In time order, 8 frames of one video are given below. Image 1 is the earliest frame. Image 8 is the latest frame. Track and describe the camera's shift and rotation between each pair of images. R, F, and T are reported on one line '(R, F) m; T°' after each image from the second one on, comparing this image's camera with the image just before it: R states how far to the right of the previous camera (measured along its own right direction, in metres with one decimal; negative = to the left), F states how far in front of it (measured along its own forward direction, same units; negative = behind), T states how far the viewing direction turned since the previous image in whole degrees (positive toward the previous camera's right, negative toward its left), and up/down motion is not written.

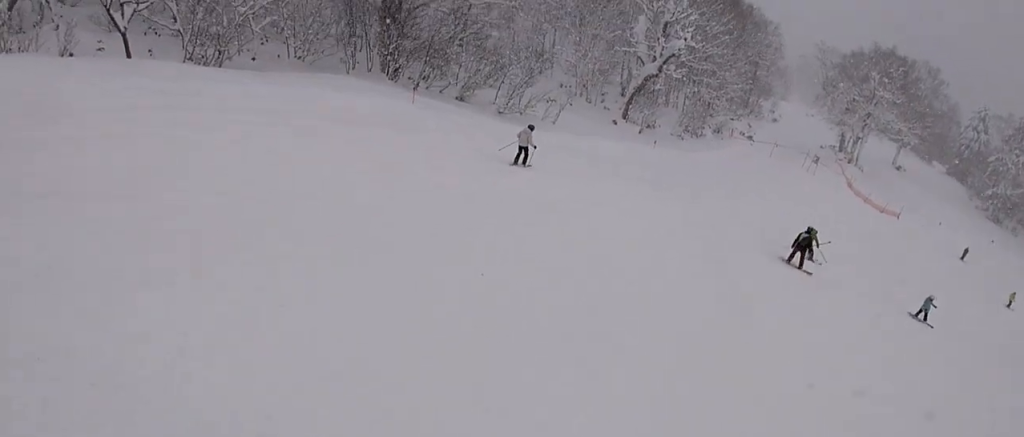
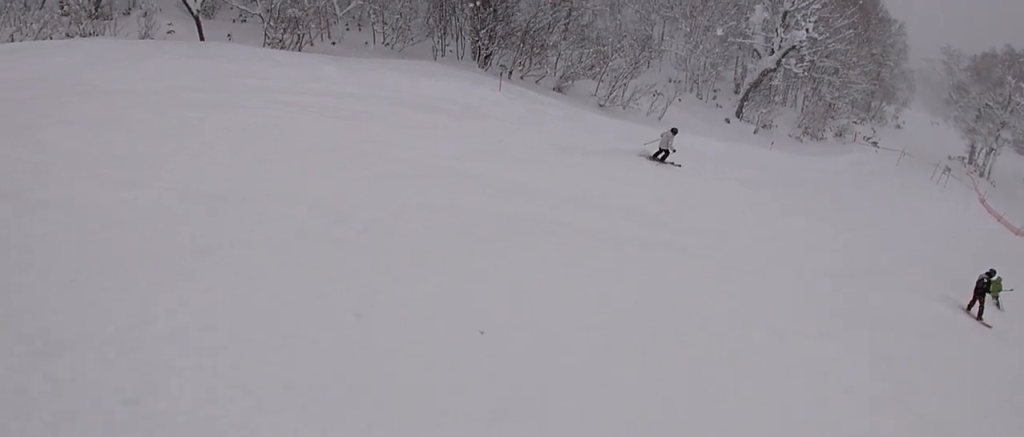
(-0.2, +2.5) m; -9°
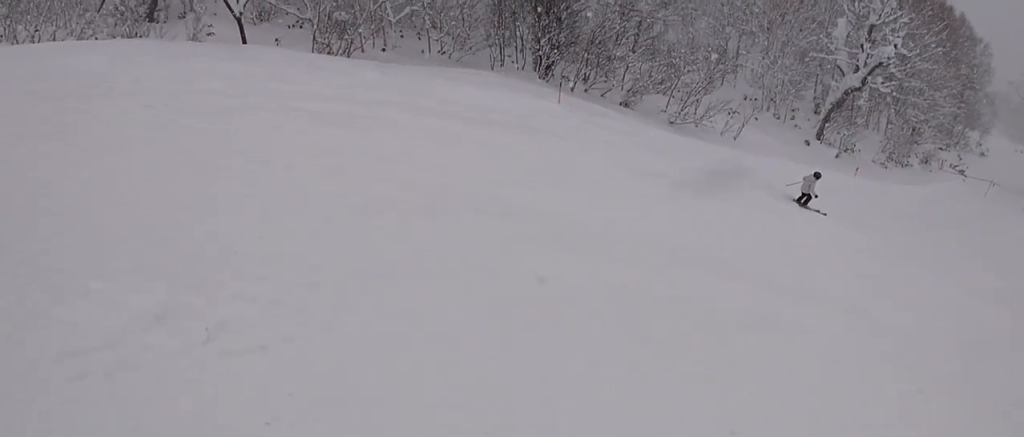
(-0.5, +2.3) m; +6°
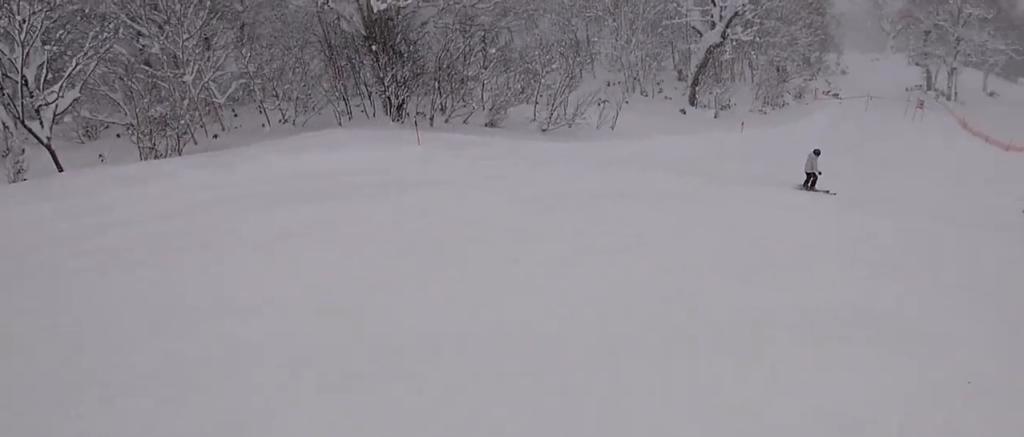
(+0.2, +3.0) m; +22°
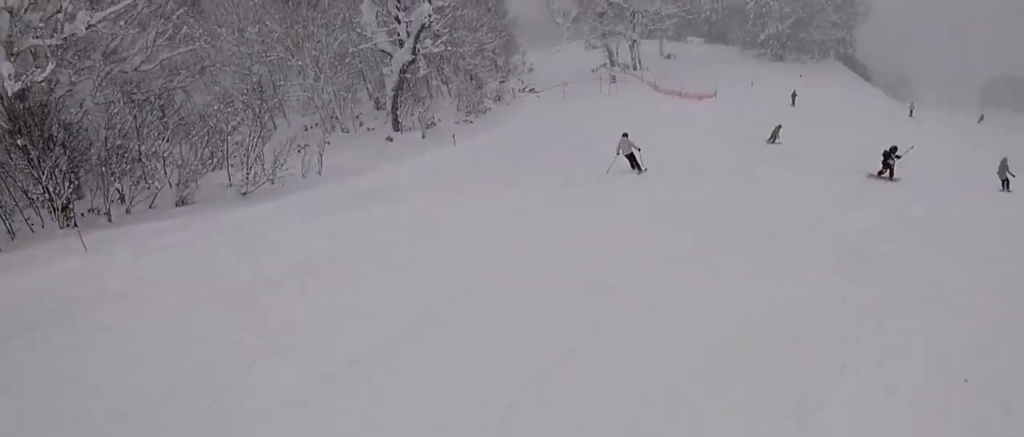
(+0.3, +3.4) m; +36°
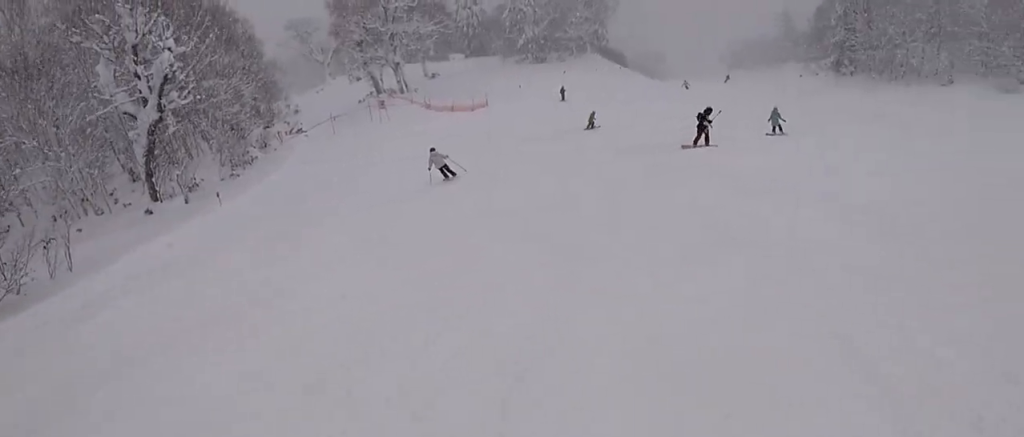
(+1.5, +2.2) m; +1°
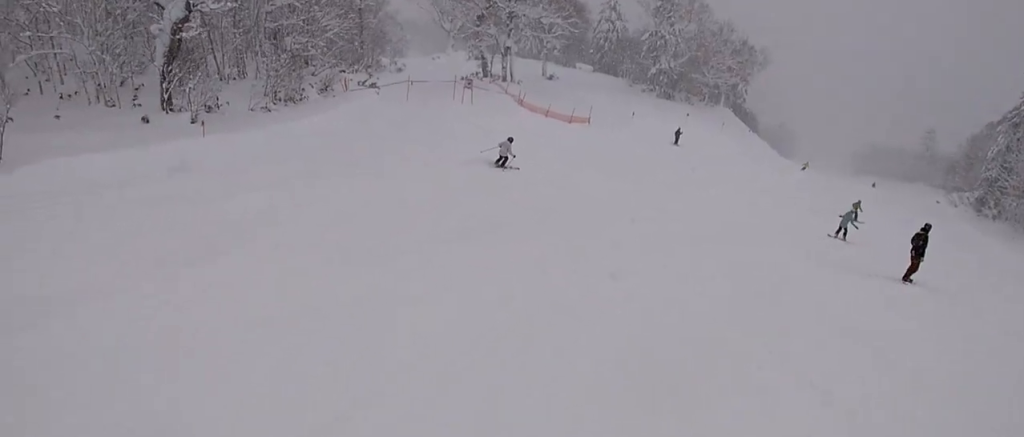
(-1.5, +6.6) m; -17°
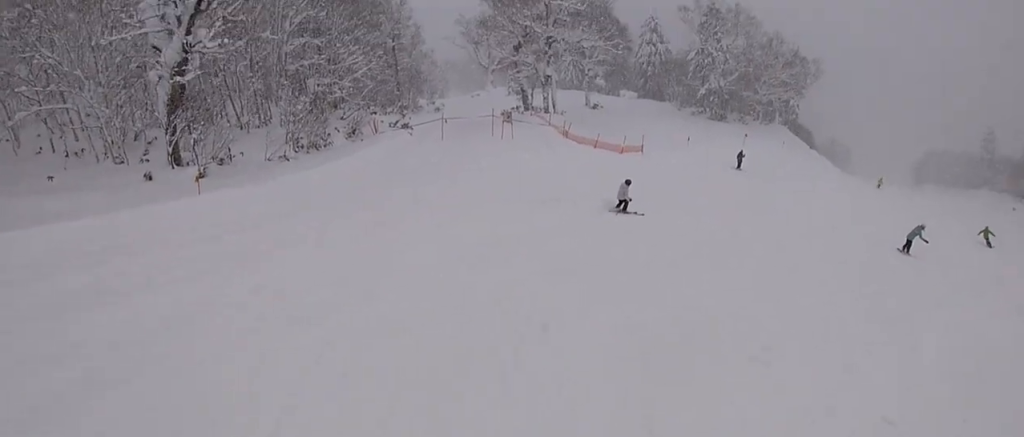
(+0.8, +3.5) m; +10°
